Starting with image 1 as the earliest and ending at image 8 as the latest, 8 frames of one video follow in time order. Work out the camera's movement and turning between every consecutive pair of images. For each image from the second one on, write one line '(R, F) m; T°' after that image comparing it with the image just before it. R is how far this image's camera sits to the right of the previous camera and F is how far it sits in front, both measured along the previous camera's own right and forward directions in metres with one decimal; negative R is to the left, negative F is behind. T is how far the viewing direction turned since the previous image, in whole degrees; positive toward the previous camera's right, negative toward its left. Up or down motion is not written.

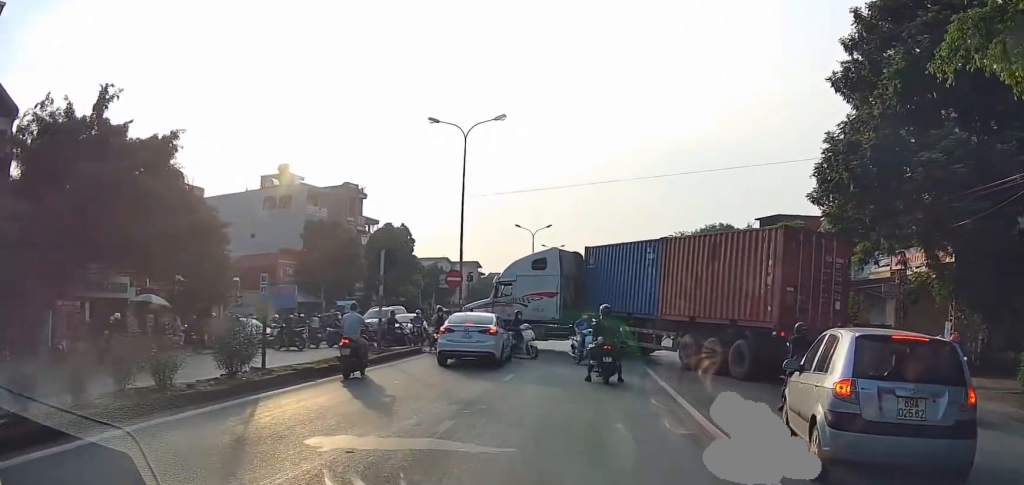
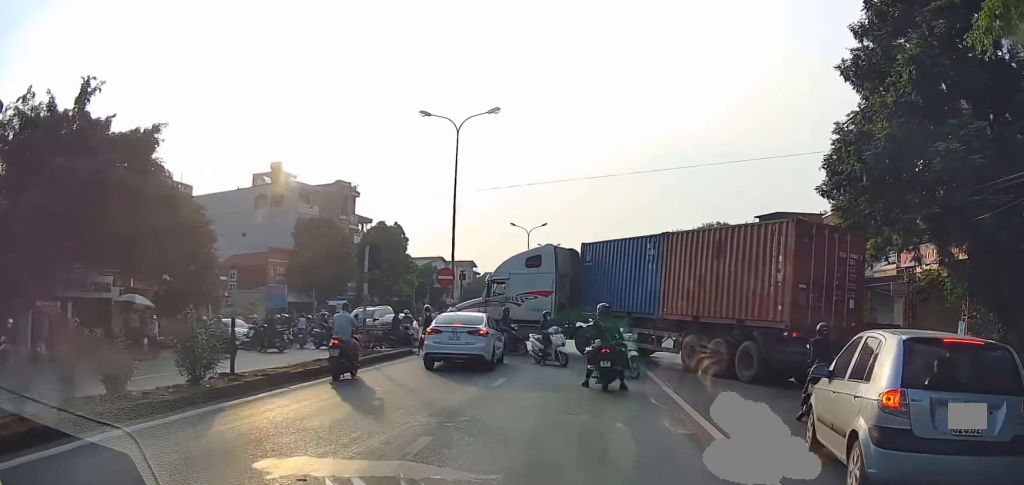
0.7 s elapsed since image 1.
(0.0, +0.8) m; 0°
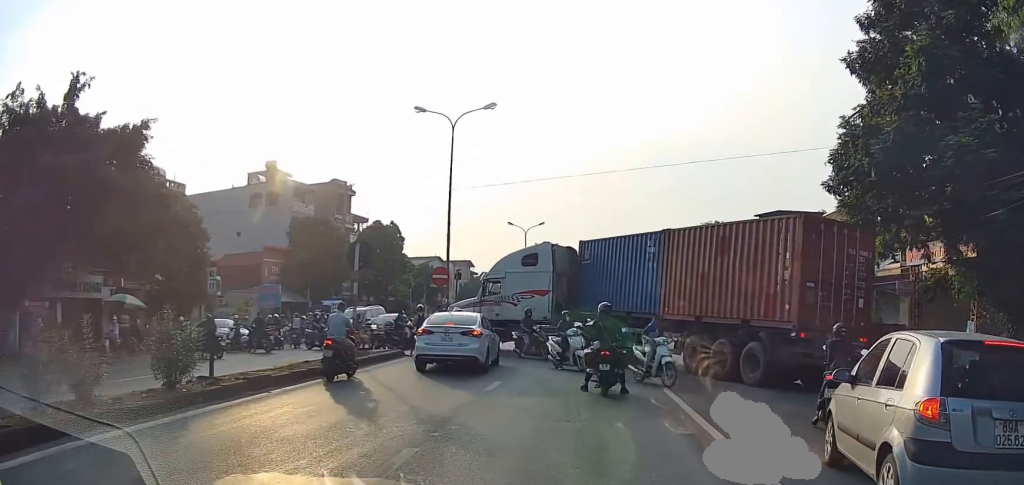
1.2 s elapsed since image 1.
(0.0, +0.6) m; 0°
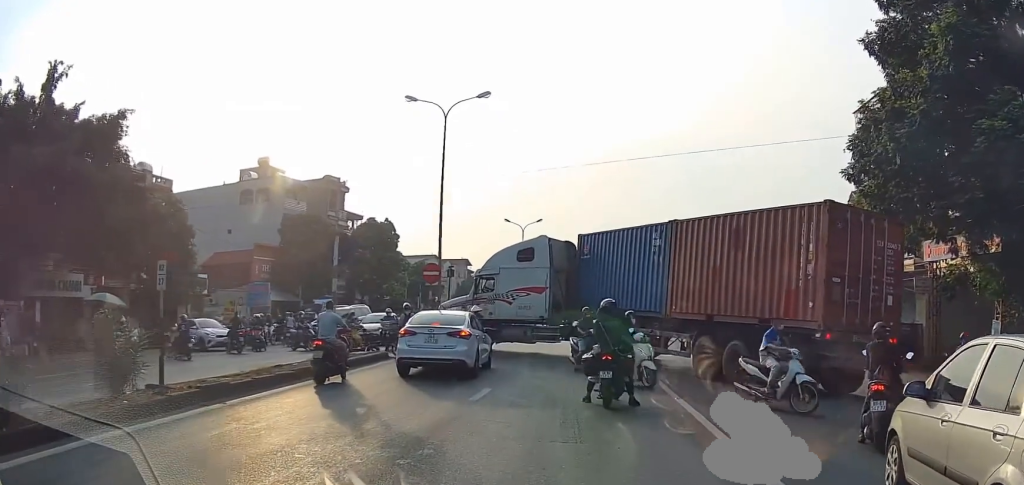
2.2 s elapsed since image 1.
(+0.4, +1.1) m; 0°
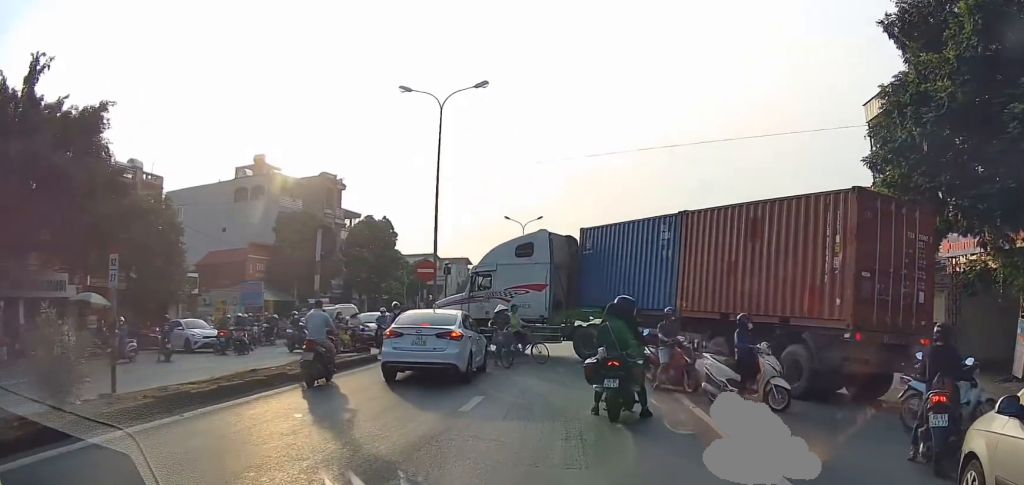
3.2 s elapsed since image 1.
(+0.3, +0.8) m; 0°
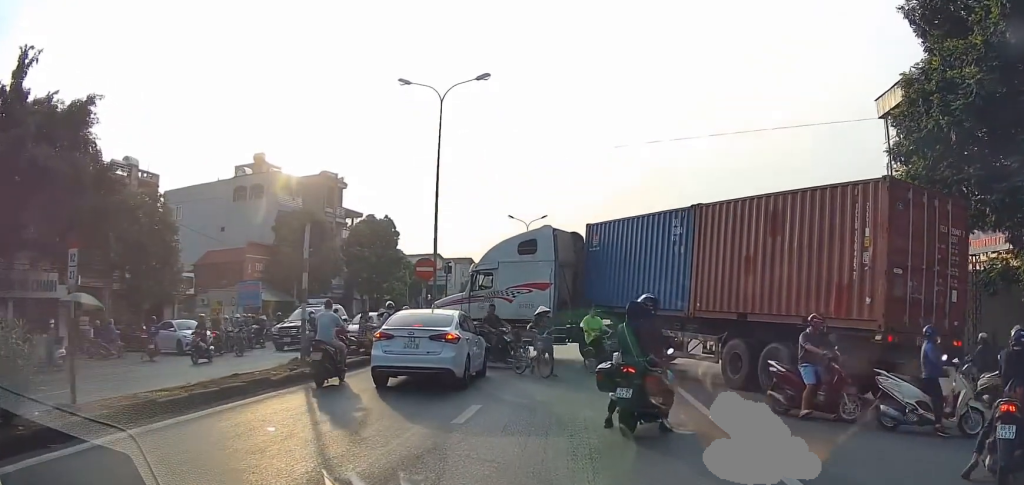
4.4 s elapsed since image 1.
(0.0, +0.6) m; 0°
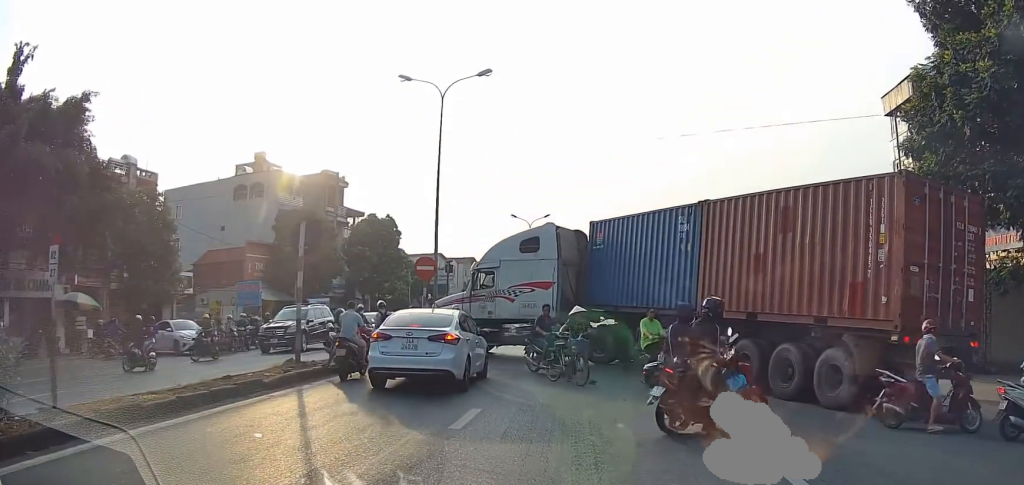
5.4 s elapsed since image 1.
(+0.1, +0.2) m; 0°
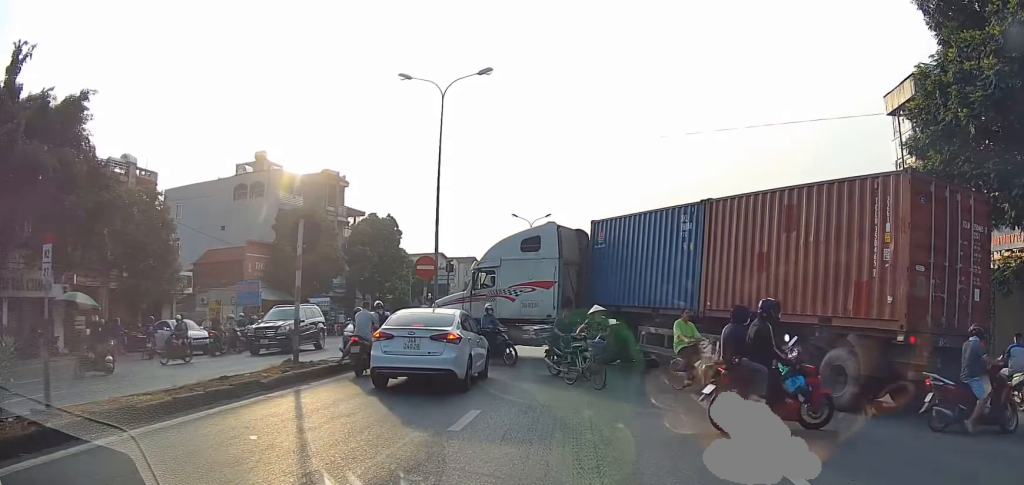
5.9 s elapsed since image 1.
(0.0, +0.1) m; 0°
